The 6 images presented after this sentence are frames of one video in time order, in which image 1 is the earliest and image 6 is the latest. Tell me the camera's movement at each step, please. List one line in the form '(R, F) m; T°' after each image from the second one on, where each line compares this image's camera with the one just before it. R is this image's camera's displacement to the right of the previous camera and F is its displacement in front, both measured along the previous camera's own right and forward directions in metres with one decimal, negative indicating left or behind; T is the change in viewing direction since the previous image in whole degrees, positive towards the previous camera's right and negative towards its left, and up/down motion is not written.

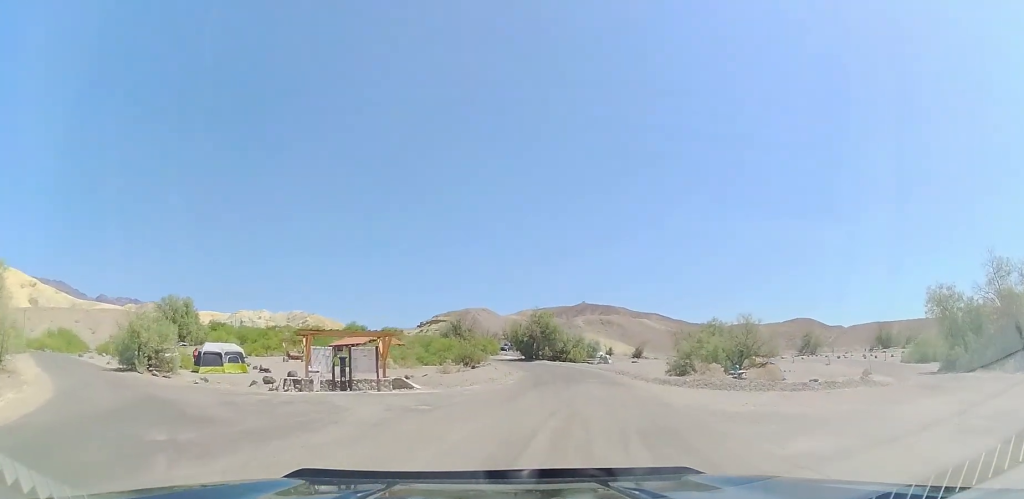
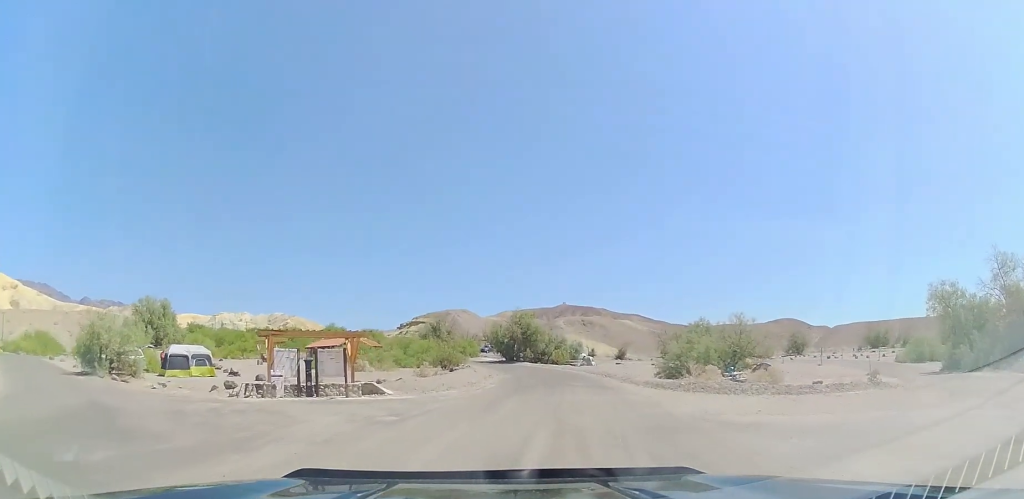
(+0.2, +2.4) m; 0°
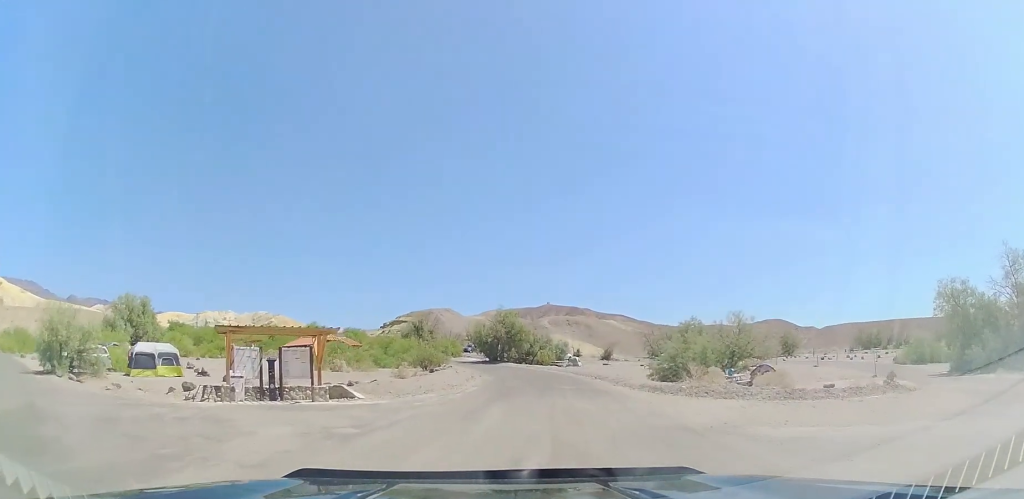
(-0.1, +2.5) m; +2°
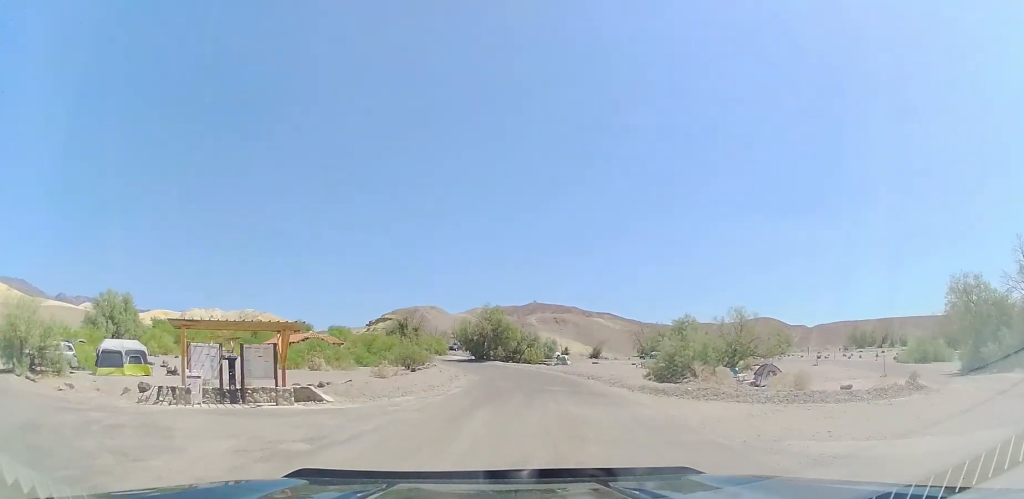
(-0.1, +2.4) m; +3°
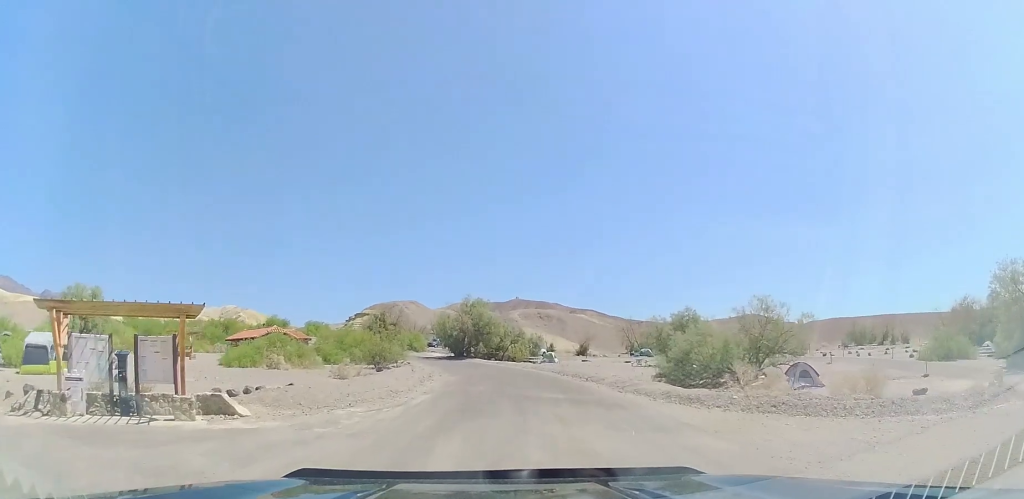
(+0.4, +5.8) m; +4°
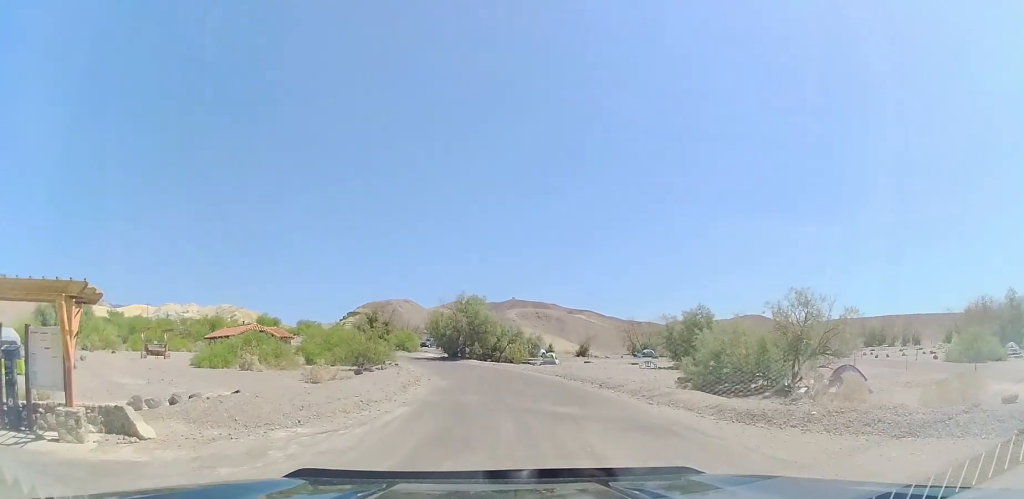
(+0.3, +4.8) m; -5°
